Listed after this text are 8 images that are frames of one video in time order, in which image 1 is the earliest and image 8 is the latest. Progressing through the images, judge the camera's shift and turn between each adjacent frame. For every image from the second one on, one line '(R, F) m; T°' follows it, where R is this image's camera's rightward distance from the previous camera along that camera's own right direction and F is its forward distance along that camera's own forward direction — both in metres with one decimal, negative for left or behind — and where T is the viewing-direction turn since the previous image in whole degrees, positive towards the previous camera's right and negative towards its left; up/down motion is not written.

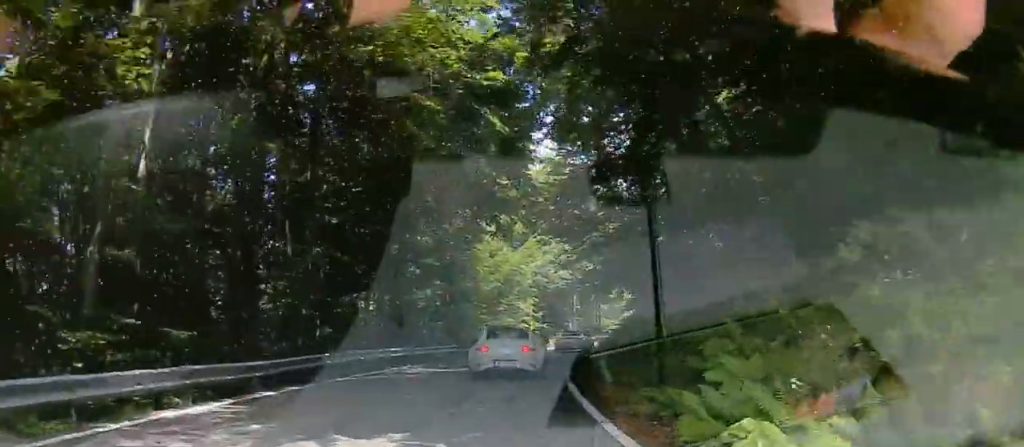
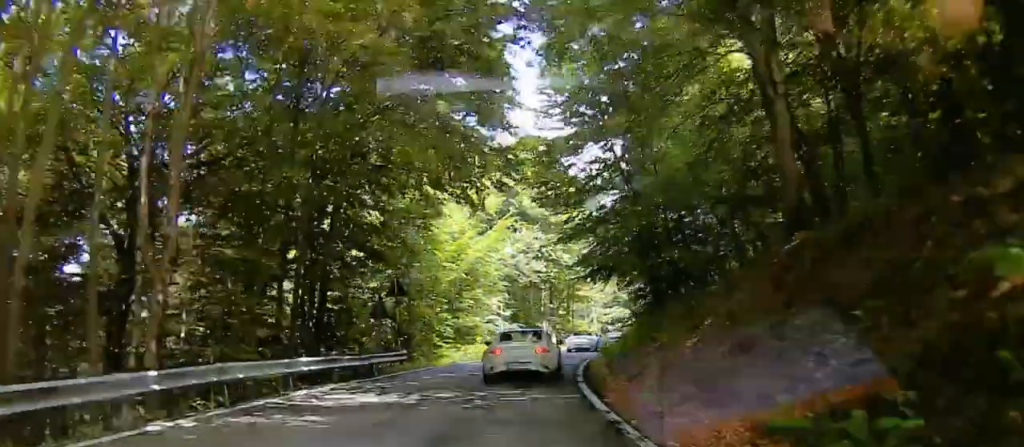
(0.0, +7.9) m; +1°
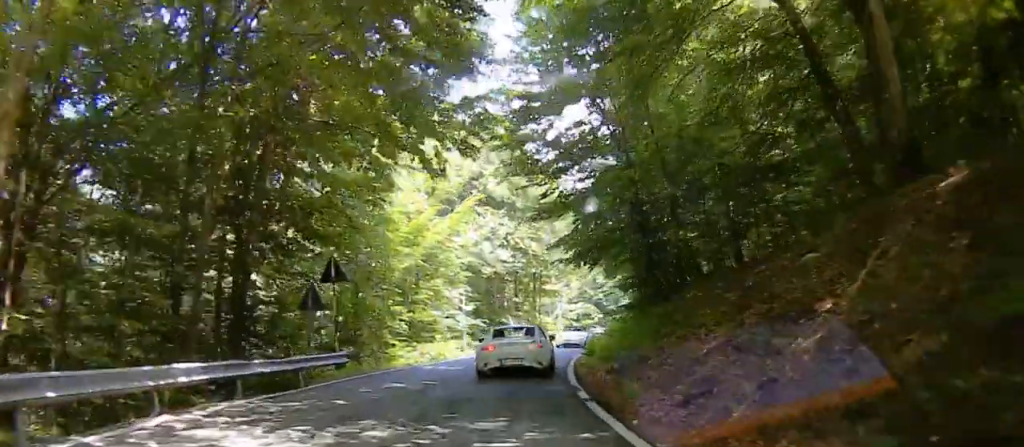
(-0.1, +4.4) m; +1°
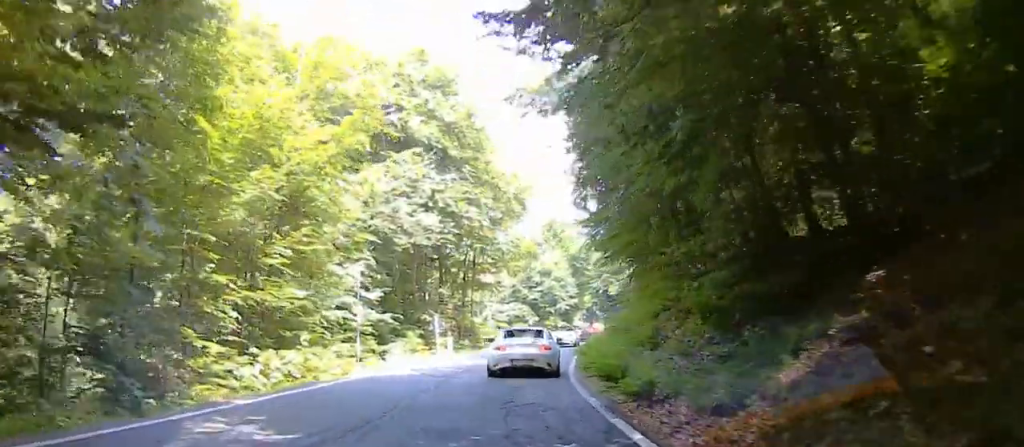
(+0.4, +10.8) m; +7°
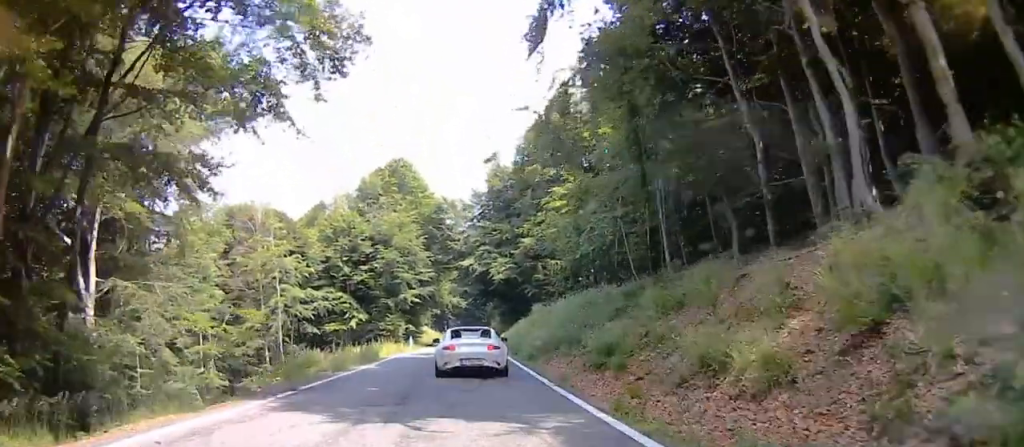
(+5.4, +28.6) m; +14°
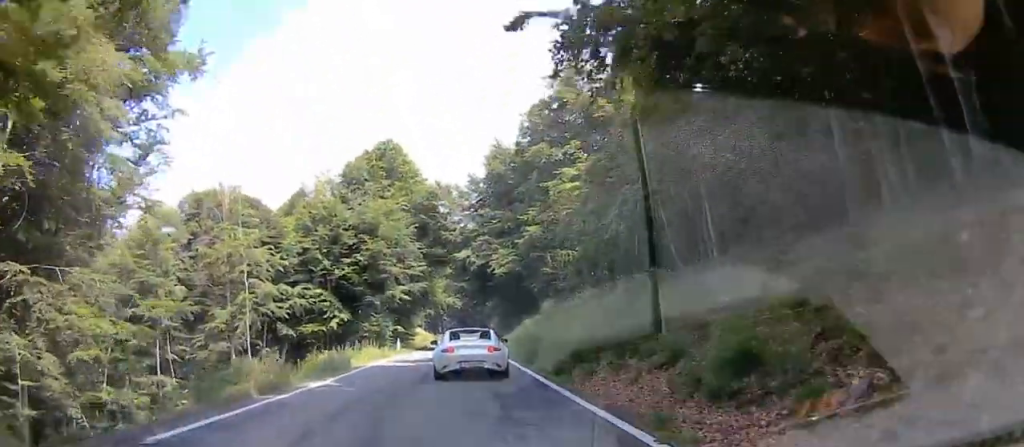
(0.0, +5.5) m; 0°
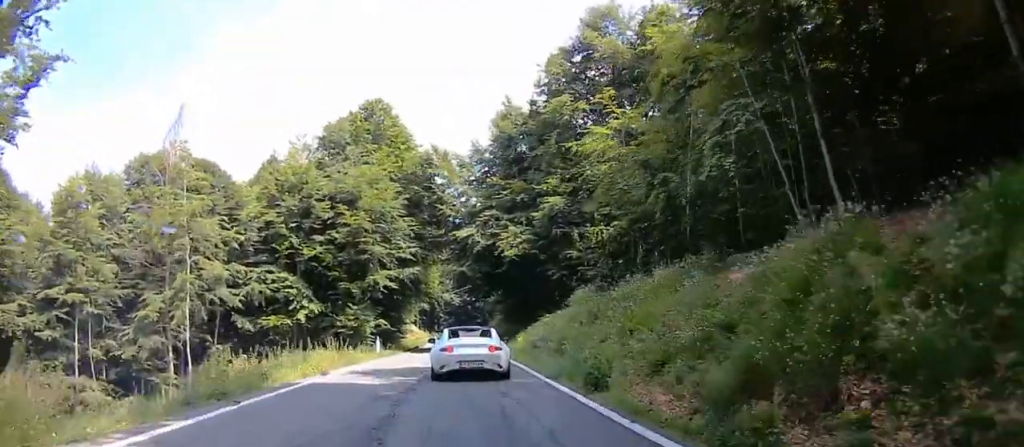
(0.0, +8.4) m; 0°
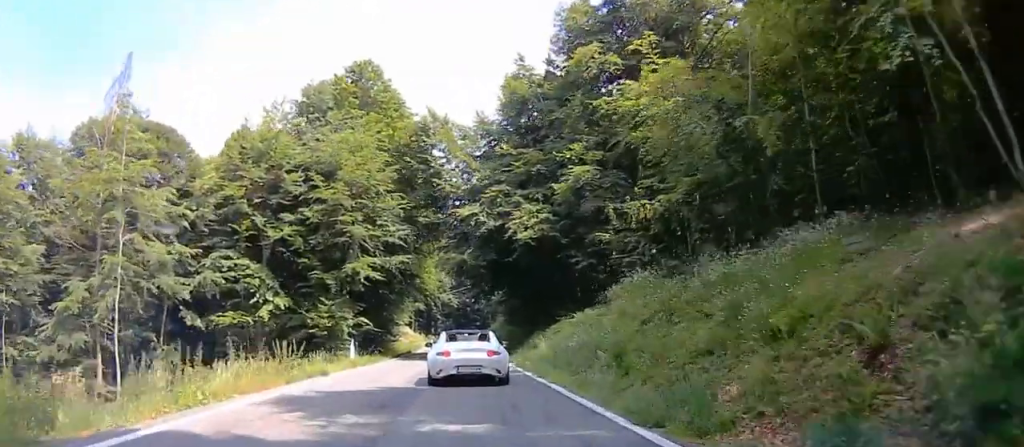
(0.0, +6.6) m; 0°
